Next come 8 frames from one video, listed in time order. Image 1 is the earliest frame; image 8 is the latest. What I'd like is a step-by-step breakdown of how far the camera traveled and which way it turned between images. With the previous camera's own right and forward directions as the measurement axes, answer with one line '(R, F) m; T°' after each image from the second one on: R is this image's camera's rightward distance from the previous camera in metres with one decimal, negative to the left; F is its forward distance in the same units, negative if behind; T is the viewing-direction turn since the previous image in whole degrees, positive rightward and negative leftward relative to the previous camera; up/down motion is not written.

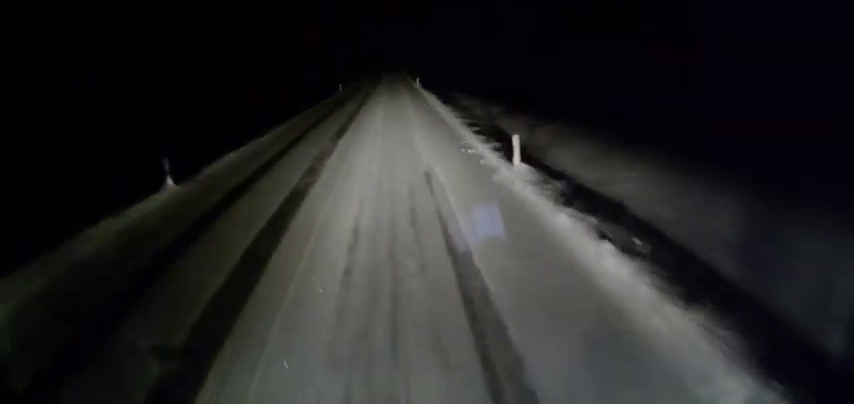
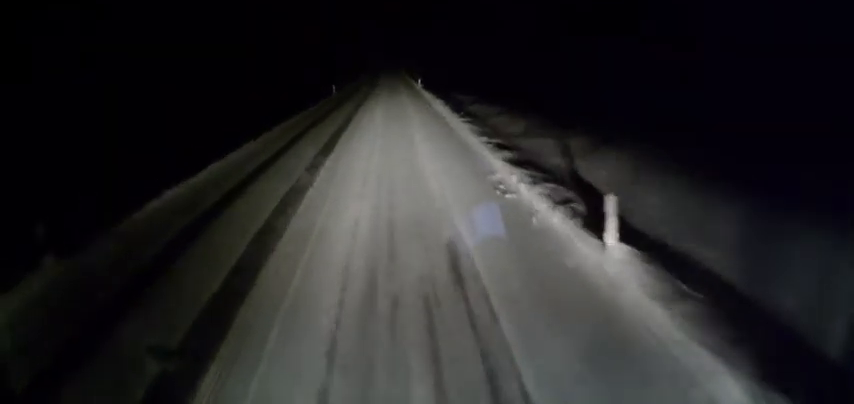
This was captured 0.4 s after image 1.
(-0.2, +4.9) m; 0°
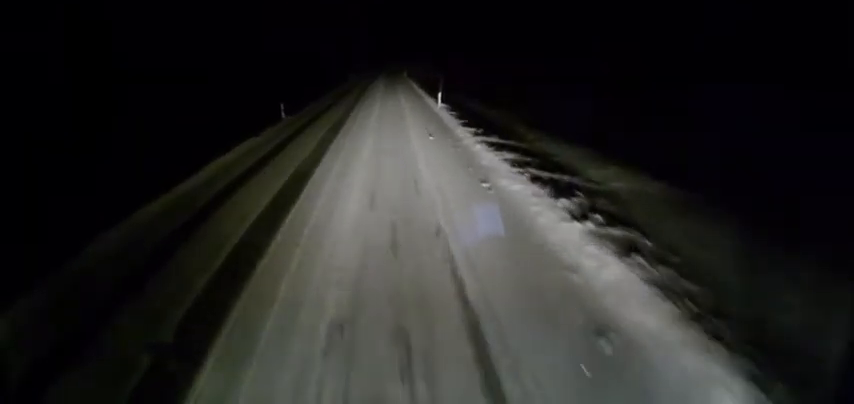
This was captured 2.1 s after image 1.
(+0.9, +21.7) m; +2°
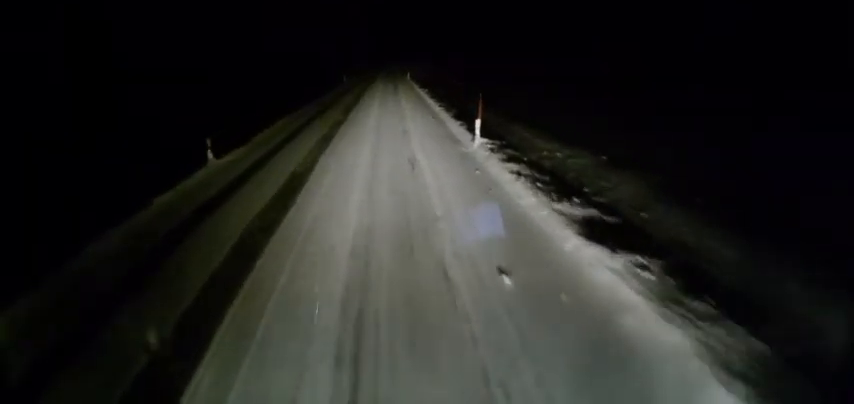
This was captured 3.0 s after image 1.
(-0.1, +10.9) m; -1°
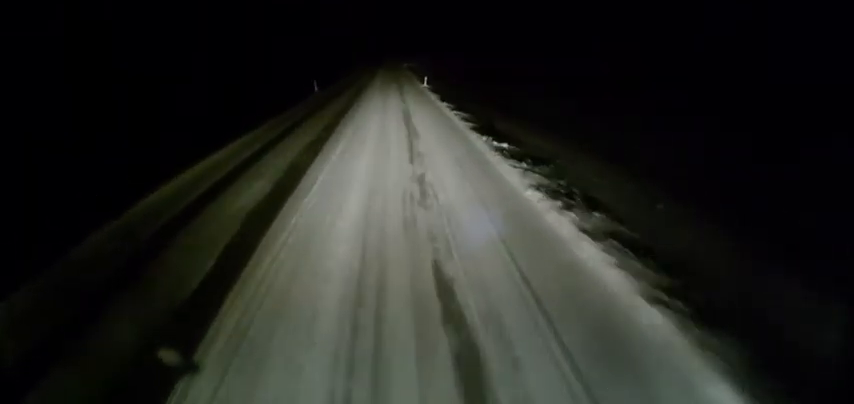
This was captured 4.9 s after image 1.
(0.0, +26.4) m; +1°
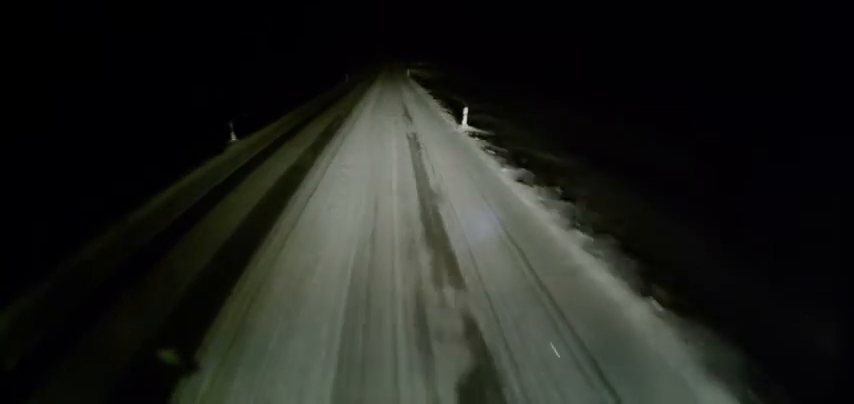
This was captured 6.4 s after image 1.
(-0.1, +20.5) m; -1°
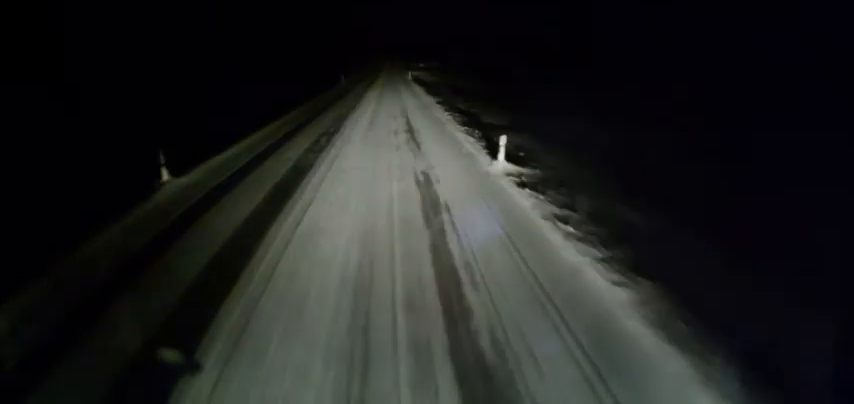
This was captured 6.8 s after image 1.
(0.0, +6.1) m; 0°
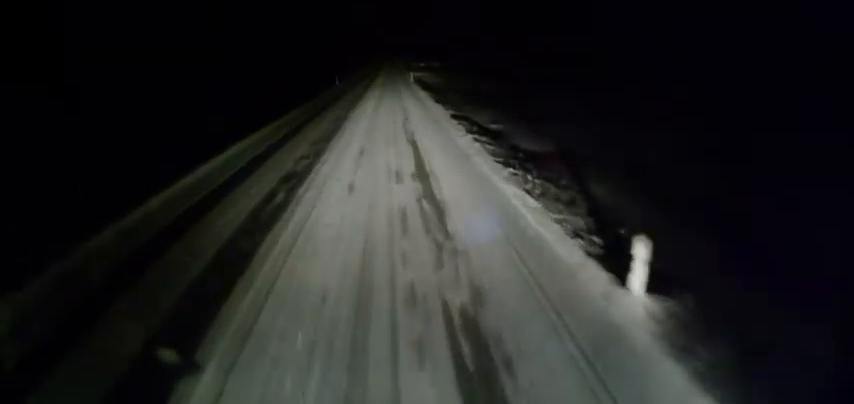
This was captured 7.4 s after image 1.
(0.0, +7.1) m; 0°
